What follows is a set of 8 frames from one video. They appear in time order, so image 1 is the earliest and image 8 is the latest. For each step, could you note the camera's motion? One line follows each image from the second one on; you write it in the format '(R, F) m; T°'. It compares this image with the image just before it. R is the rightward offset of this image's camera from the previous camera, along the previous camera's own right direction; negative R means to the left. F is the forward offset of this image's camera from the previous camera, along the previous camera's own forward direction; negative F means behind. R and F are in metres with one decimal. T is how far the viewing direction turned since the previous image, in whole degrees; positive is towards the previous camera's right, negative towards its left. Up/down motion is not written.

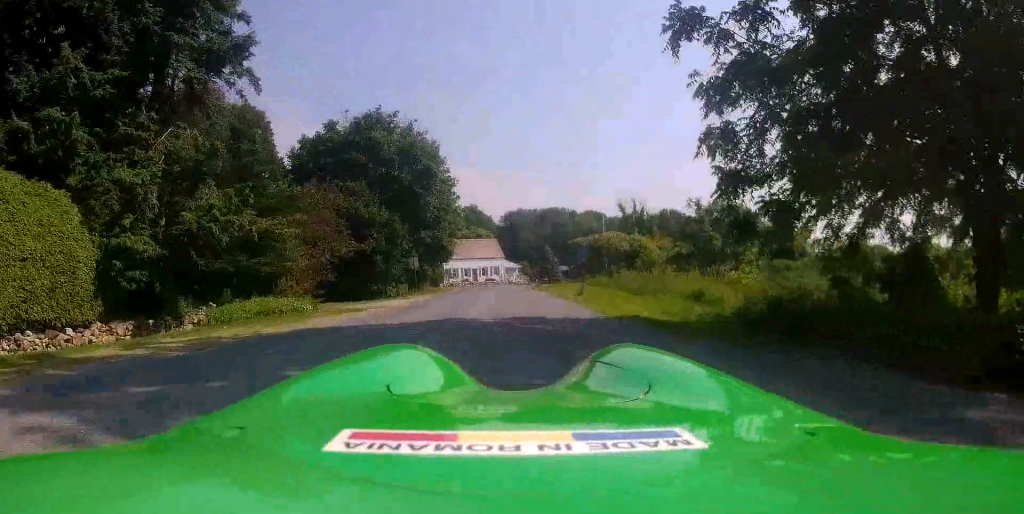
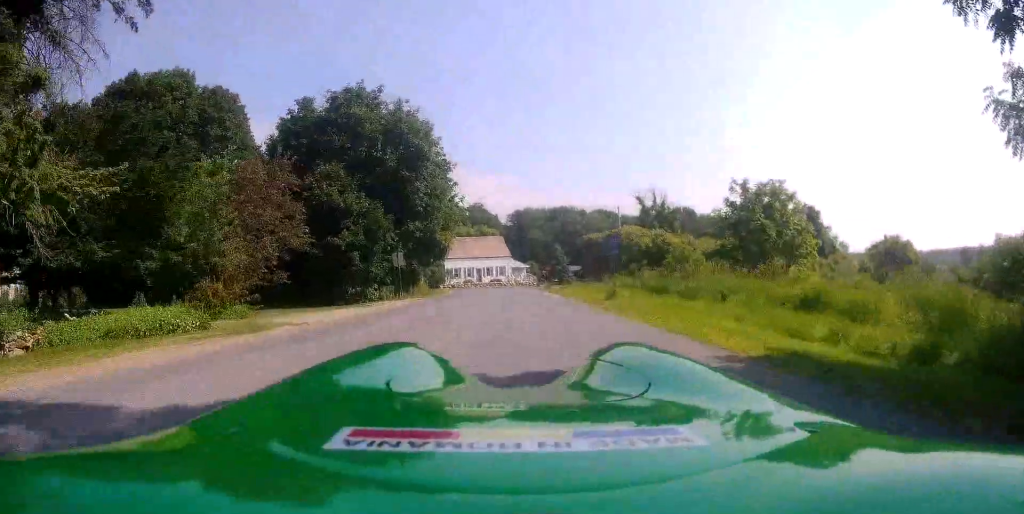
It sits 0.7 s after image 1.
(-0.2, +8.1) m; -1°
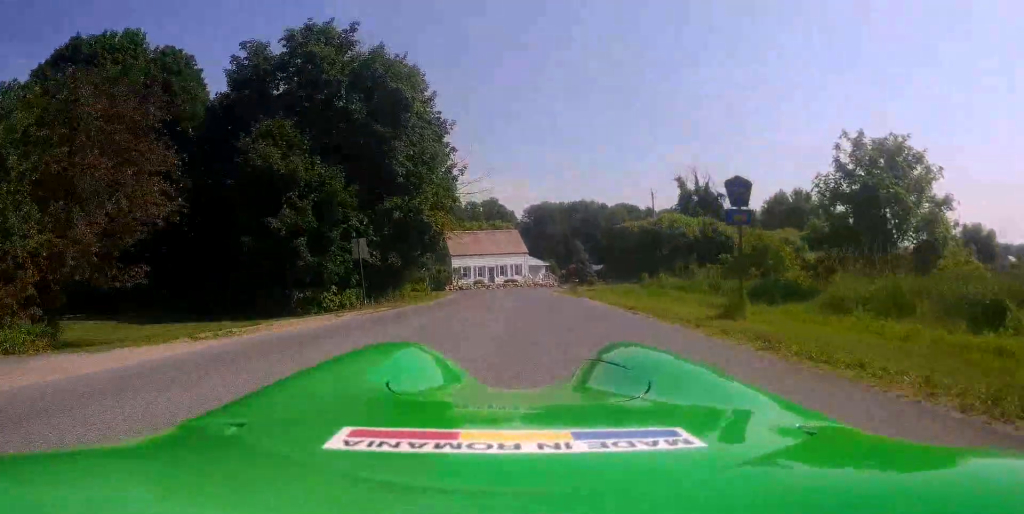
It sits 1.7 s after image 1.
(+0.1, +11.6) m; +1°
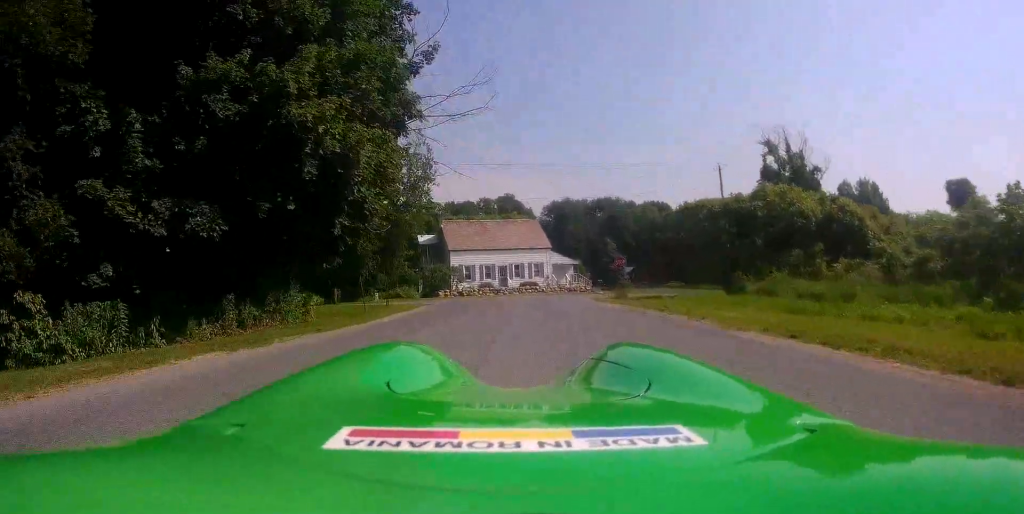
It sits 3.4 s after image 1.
(-0.5, +17.9) m; -5°
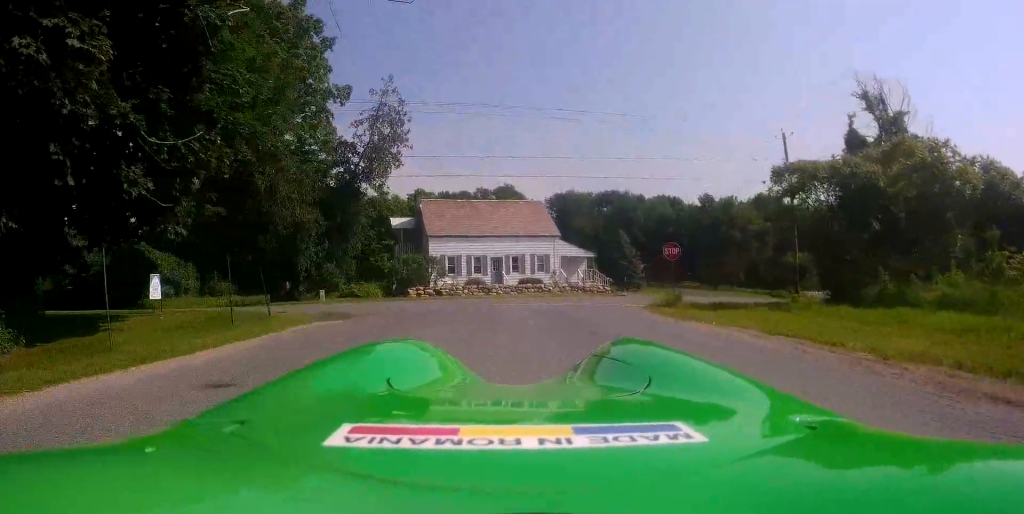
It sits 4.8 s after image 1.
(0.0, +12.5) m; +3°
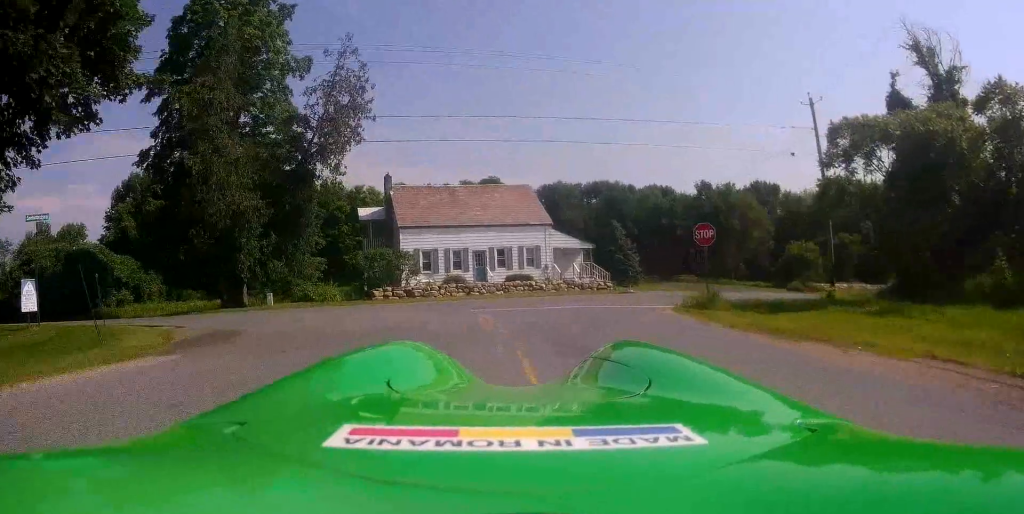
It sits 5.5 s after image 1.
(0.0, +5.9) m; +5°
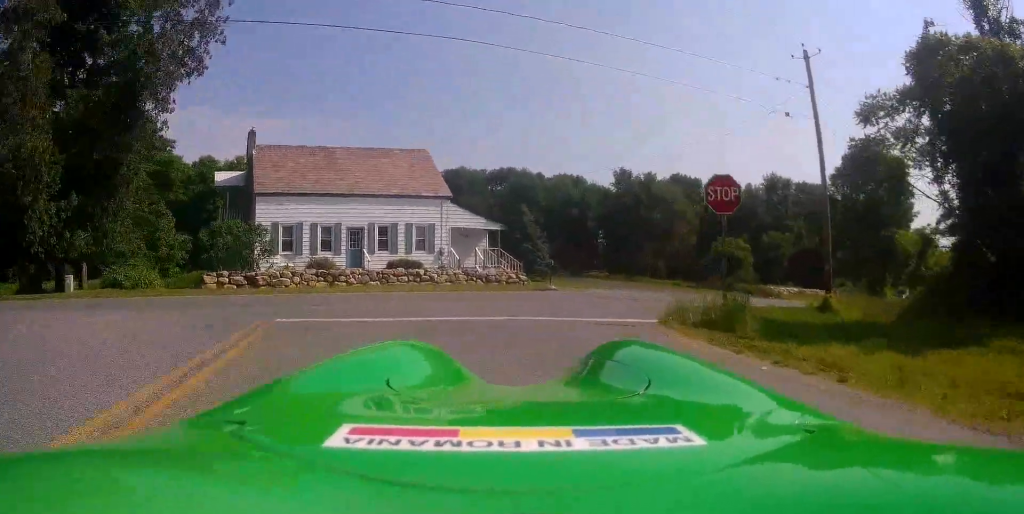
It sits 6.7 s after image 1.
(+1.2, +9.6) m; +14°
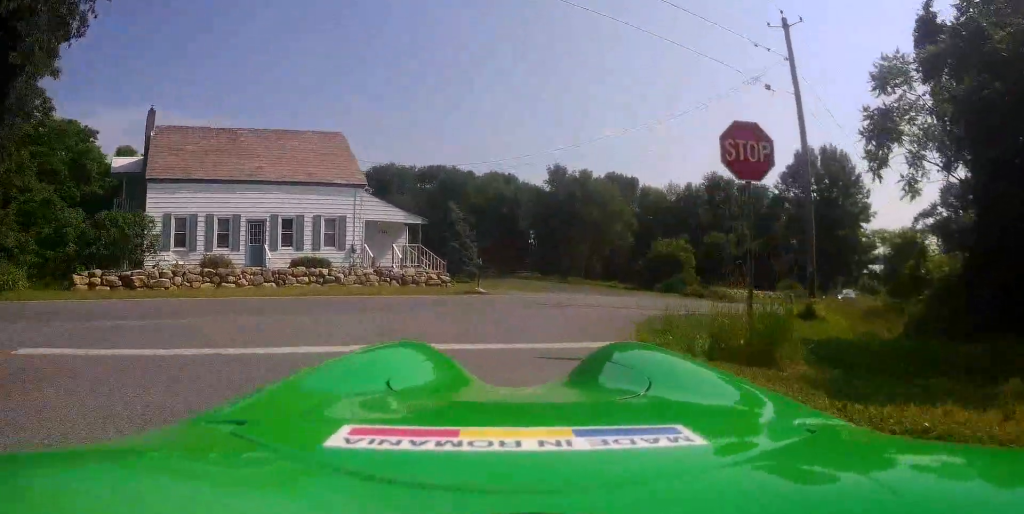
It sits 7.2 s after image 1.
(+0.3, +4.5) m; +7°
